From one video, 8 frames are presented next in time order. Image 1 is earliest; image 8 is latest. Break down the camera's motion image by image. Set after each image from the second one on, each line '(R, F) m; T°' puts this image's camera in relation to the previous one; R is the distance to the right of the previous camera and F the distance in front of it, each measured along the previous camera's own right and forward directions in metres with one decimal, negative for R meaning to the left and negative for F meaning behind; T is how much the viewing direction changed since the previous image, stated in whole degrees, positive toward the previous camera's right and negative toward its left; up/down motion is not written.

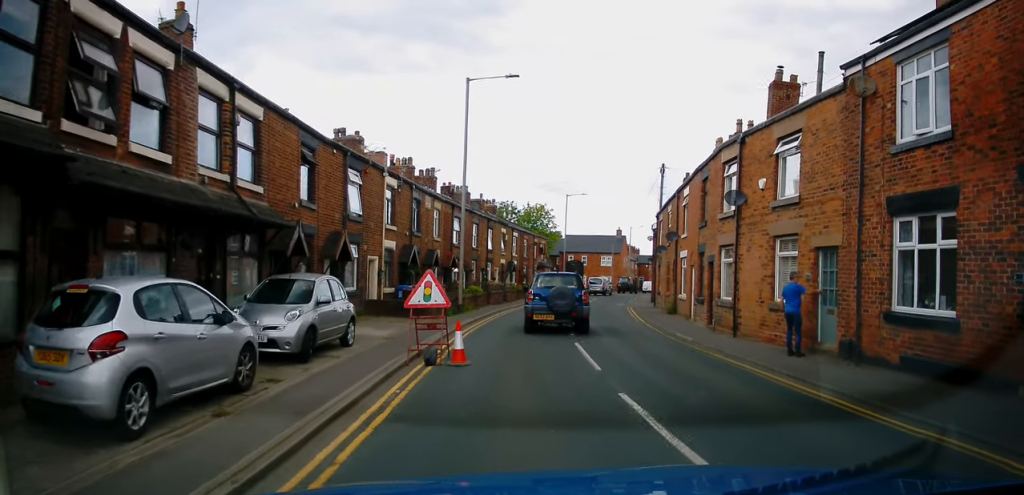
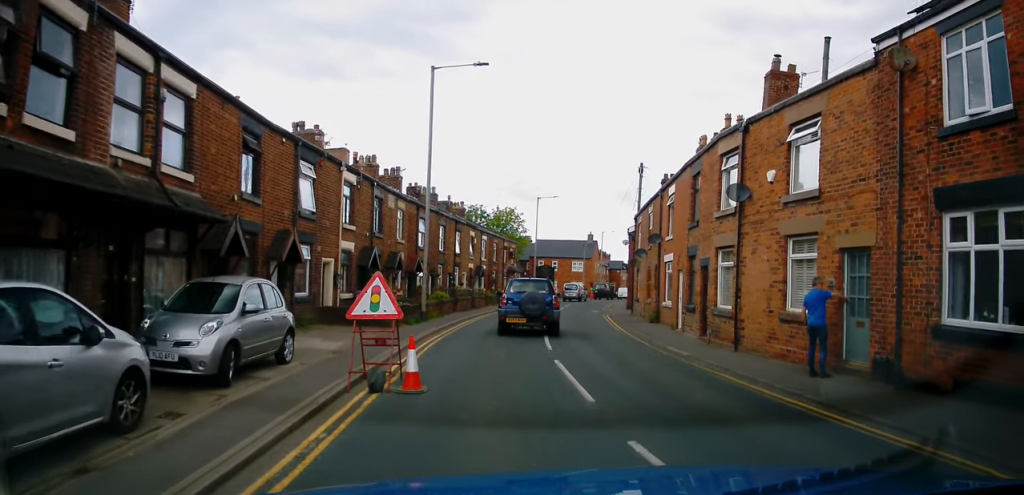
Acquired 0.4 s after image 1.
(-0.2, +2.1) m; 0°
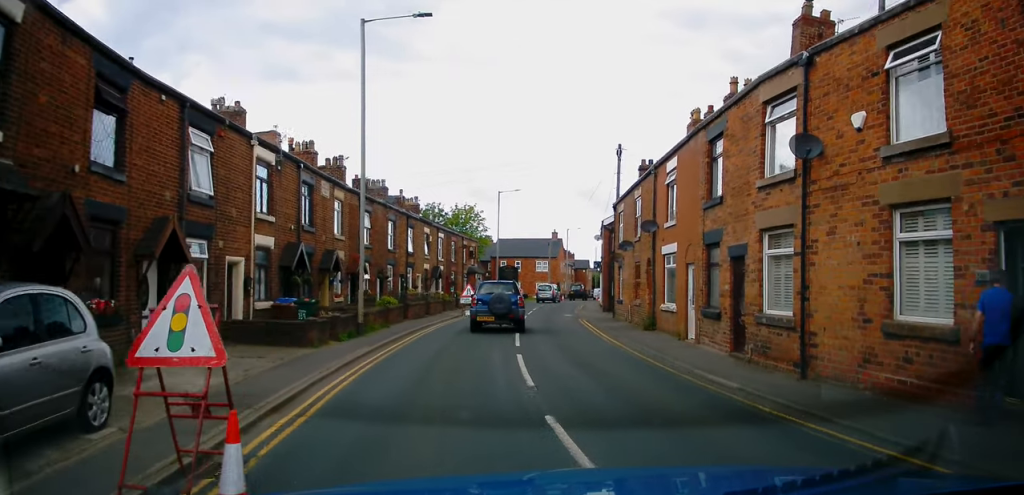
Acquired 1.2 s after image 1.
(+0.2, +4.7) m; +4°
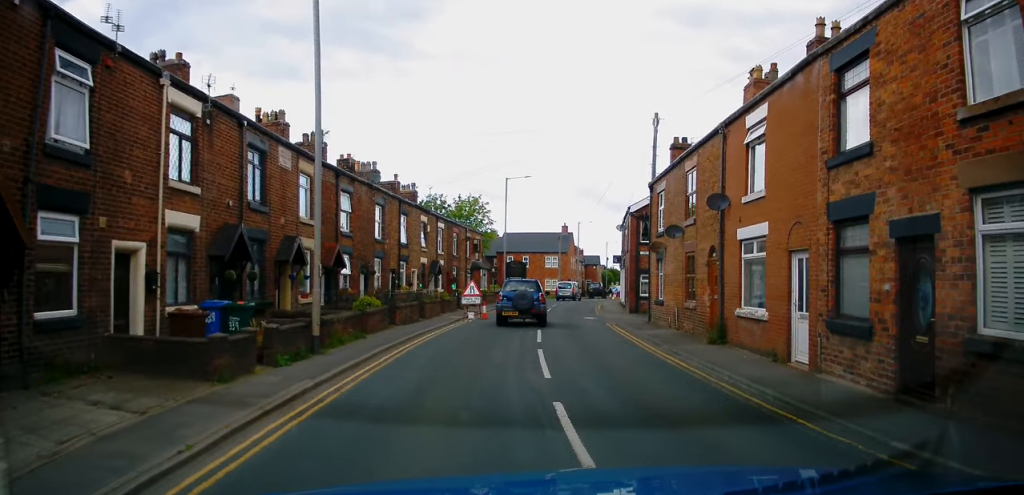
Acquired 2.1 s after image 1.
(+0.3, +5.4) m; +3°
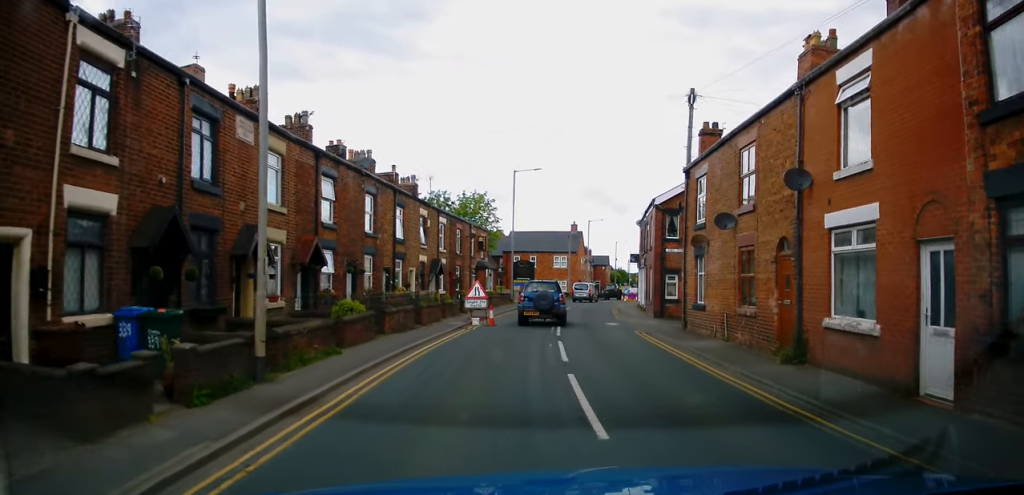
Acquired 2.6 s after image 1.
(+0.1, +3.4) m; 0°
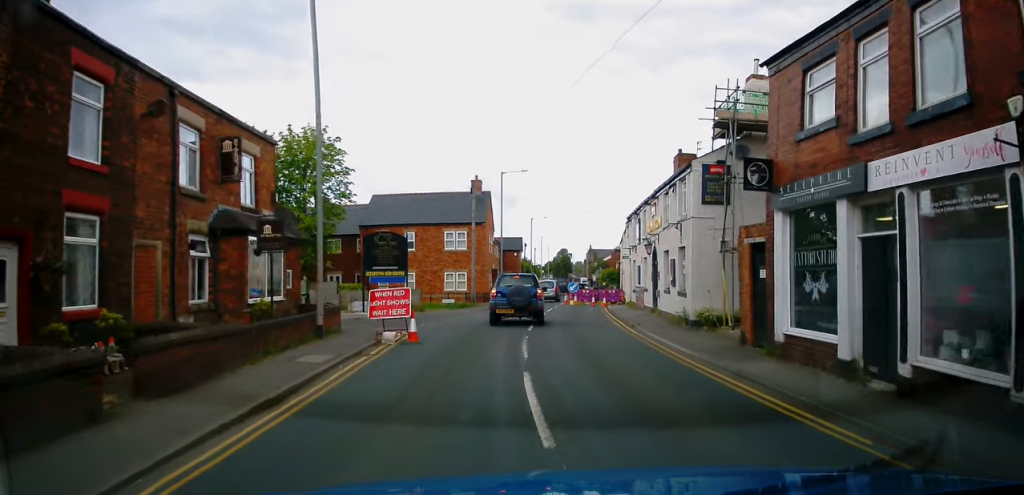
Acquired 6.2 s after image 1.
(+1.6, +29.5) m; +7°
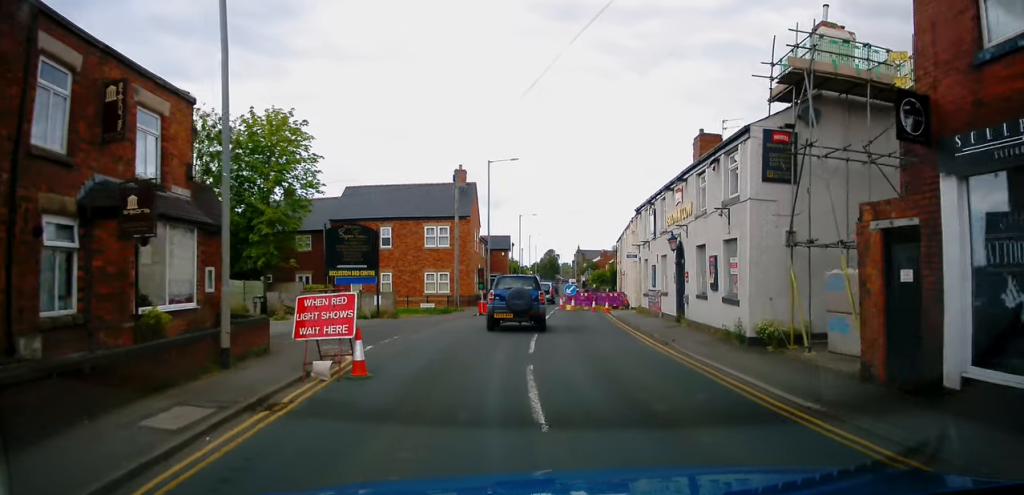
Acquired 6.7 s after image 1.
(+0.2, +4.8) m; +1°
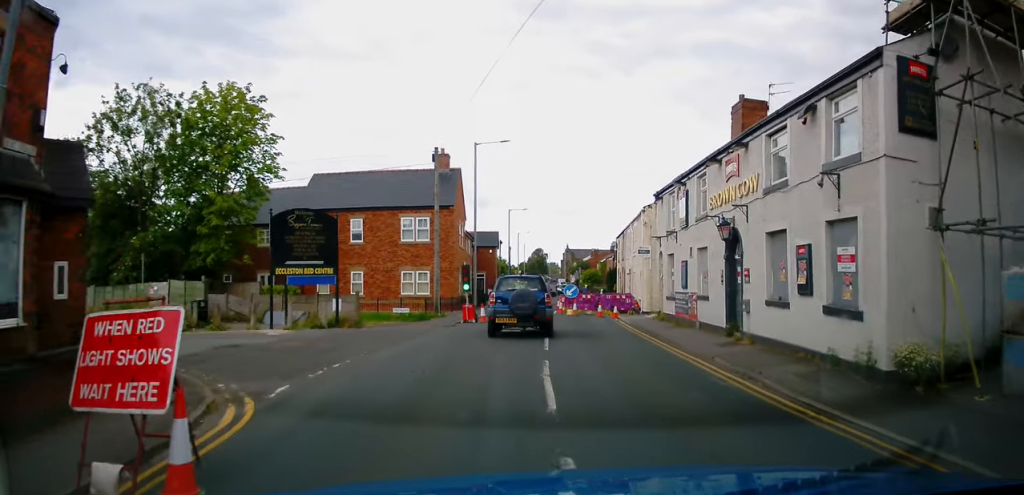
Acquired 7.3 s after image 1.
(-0.1, +5.5) m; +1°
